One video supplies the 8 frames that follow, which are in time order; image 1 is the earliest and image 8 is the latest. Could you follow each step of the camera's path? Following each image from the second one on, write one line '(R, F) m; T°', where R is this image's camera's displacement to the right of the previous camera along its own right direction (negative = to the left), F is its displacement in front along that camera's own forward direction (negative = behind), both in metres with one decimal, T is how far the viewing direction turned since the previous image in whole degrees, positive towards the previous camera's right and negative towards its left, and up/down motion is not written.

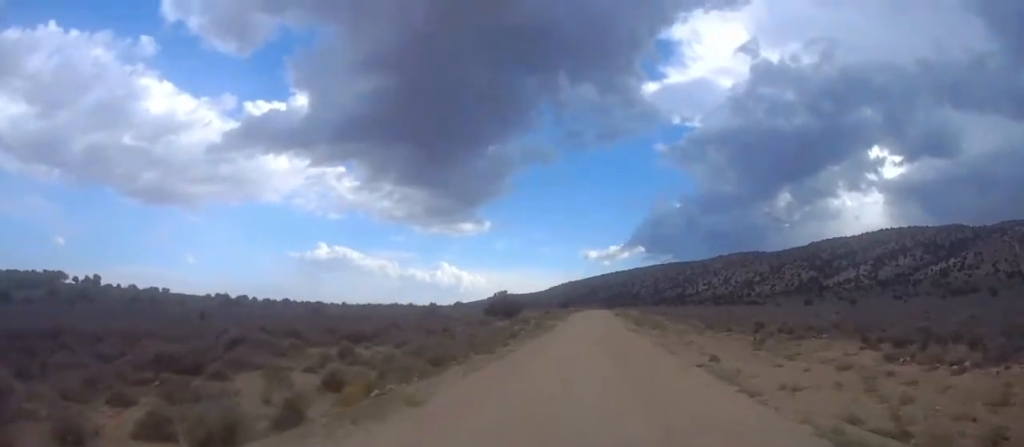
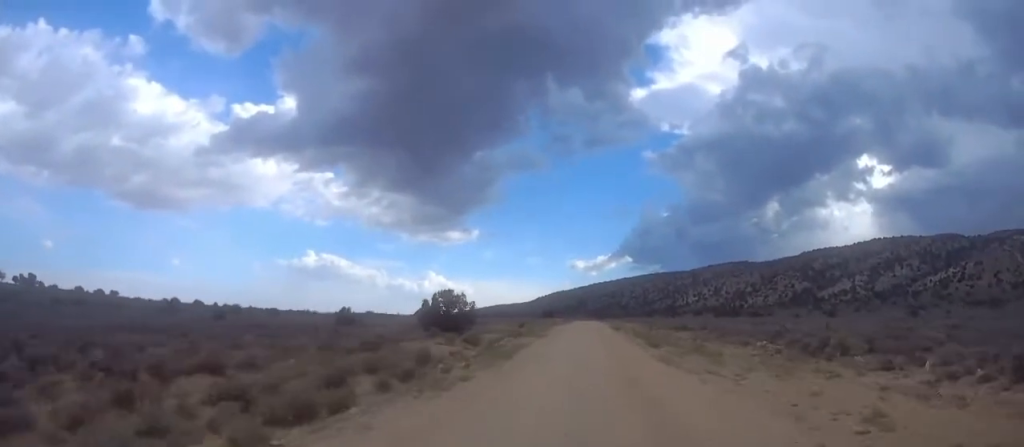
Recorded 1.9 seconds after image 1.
(+0.4, +24.9) m; +1°
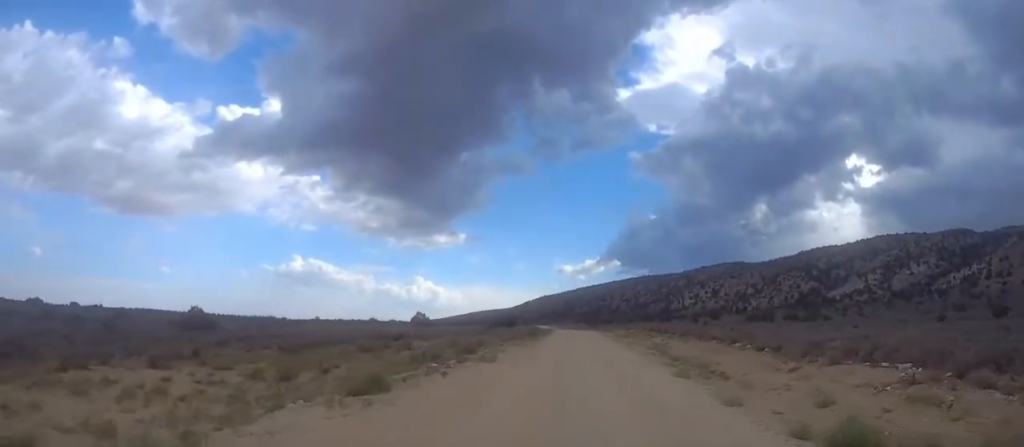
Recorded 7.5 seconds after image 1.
(+1.7, +73.4) m; +1°
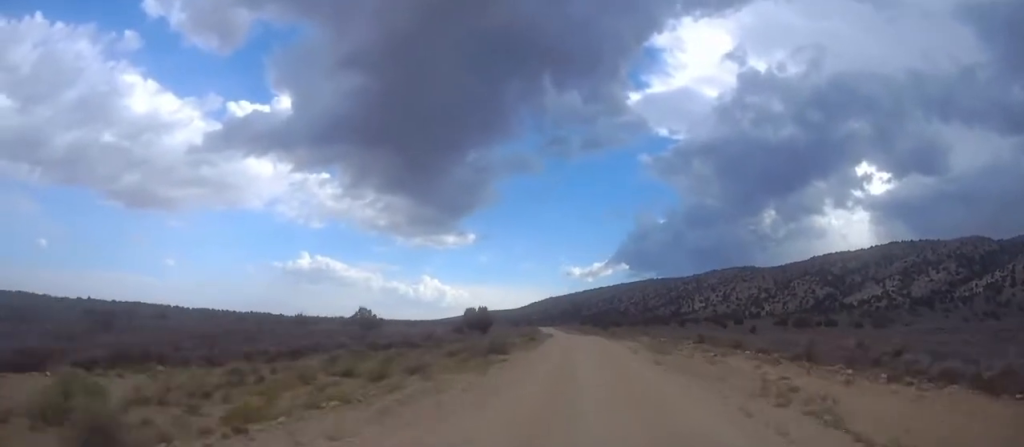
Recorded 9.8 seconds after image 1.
(-0.5, +29.7) m; -1°
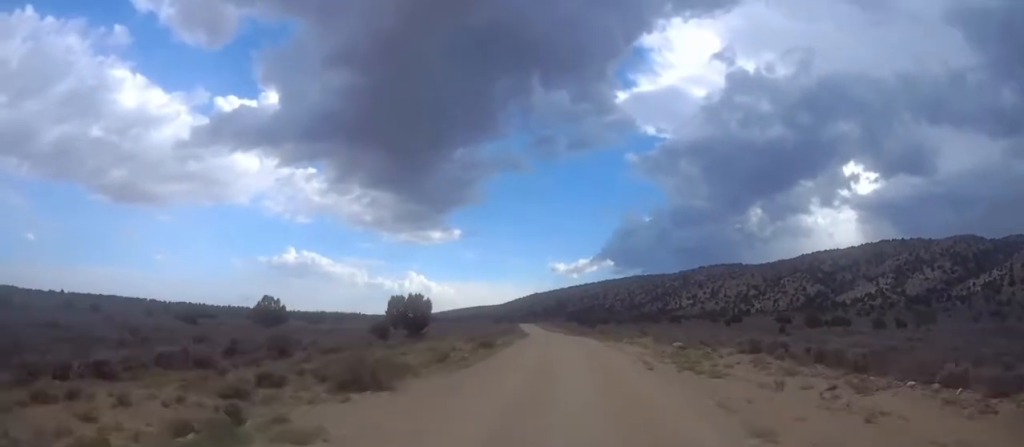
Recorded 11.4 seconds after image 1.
(+0.1, +20.1) m; 0°
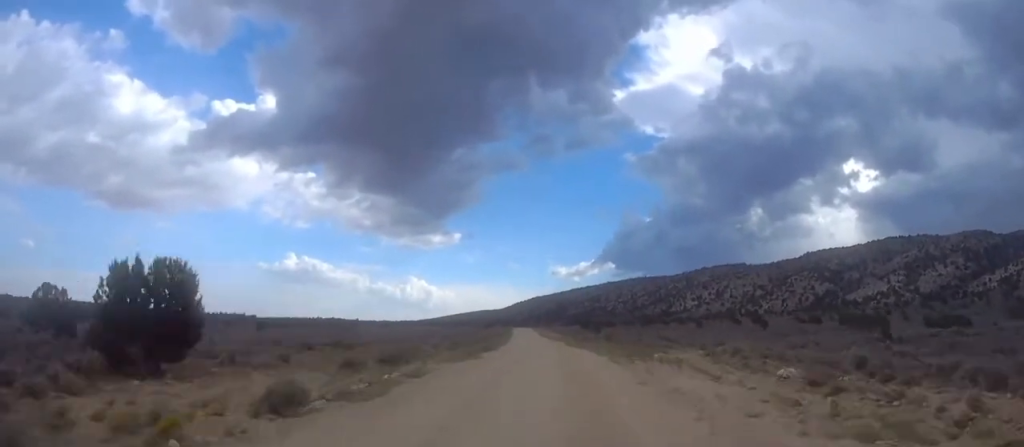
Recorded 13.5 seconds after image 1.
(+0.1, +25.8) m; -1°
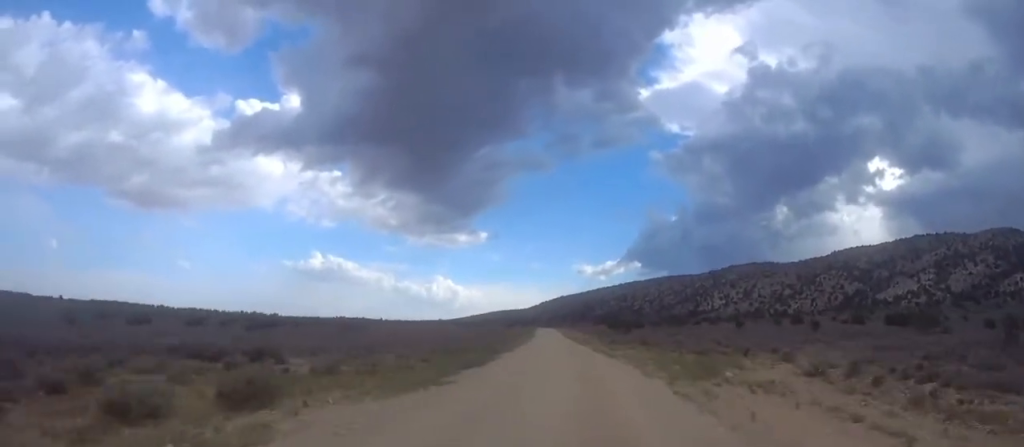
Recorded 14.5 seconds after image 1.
(-0.2, +13.3) m; -1°
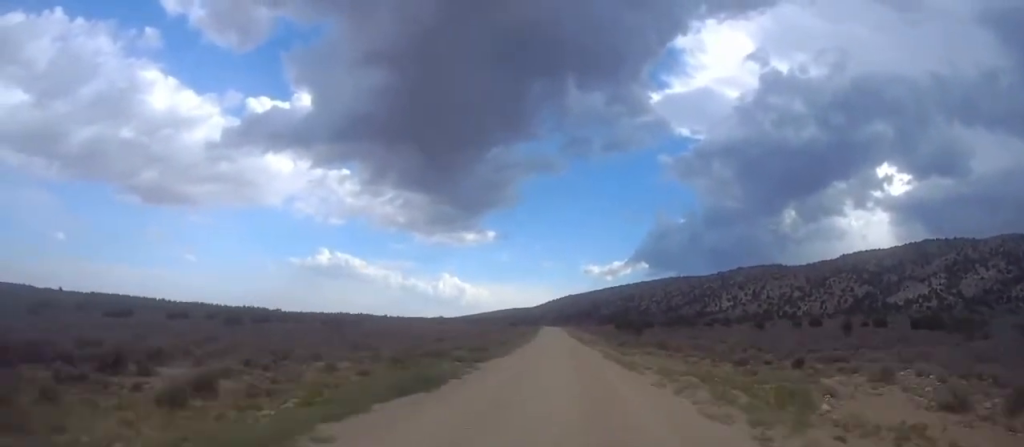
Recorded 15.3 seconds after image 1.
(0.0, +10.0) m; 0°
